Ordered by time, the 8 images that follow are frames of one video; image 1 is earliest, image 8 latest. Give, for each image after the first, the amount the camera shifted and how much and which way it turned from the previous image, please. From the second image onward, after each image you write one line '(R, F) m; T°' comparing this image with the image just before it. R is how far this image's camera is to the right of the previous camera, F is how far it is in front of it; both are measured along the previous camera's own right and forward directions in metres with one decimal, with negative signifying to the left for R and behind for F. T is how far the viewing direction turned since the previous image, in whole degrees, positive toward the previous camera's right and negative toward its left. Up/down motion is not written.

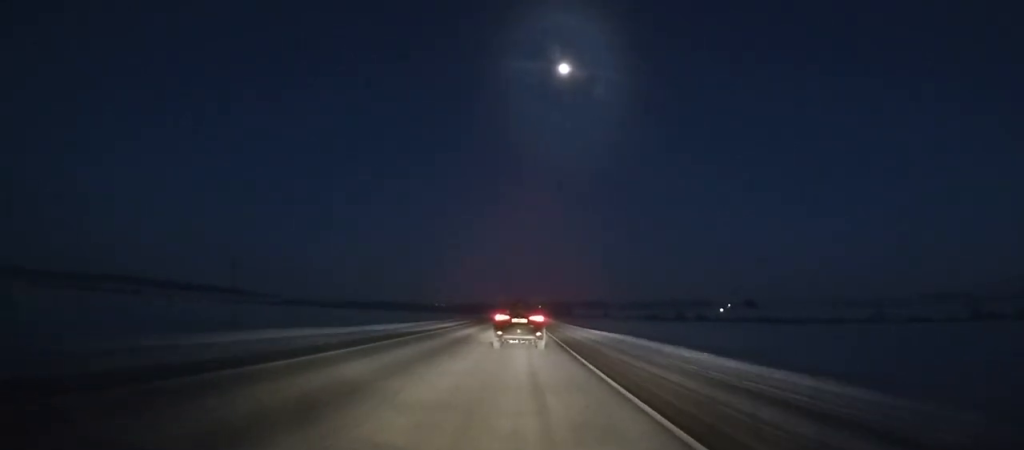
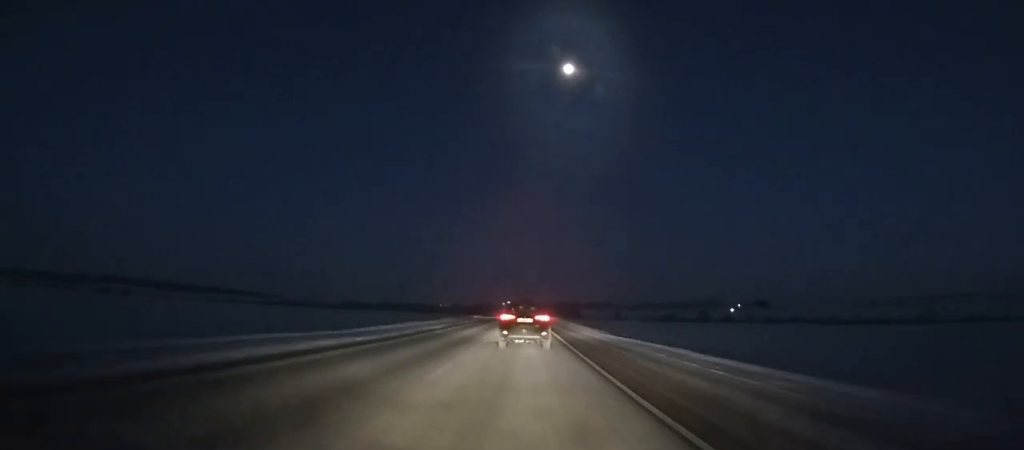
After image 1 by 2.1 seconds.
(-0.1, +45.6) m; 0°
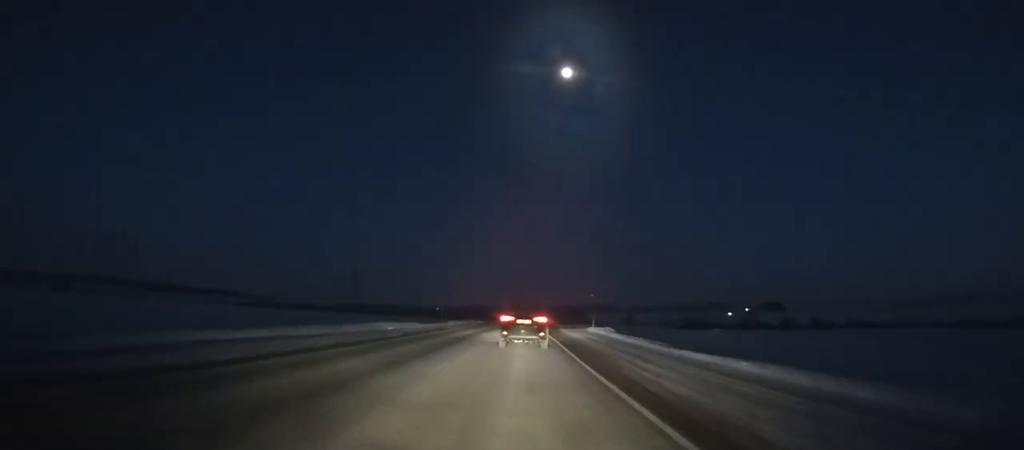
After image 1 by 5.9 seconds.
(-0.3, +82.0) m; 0°
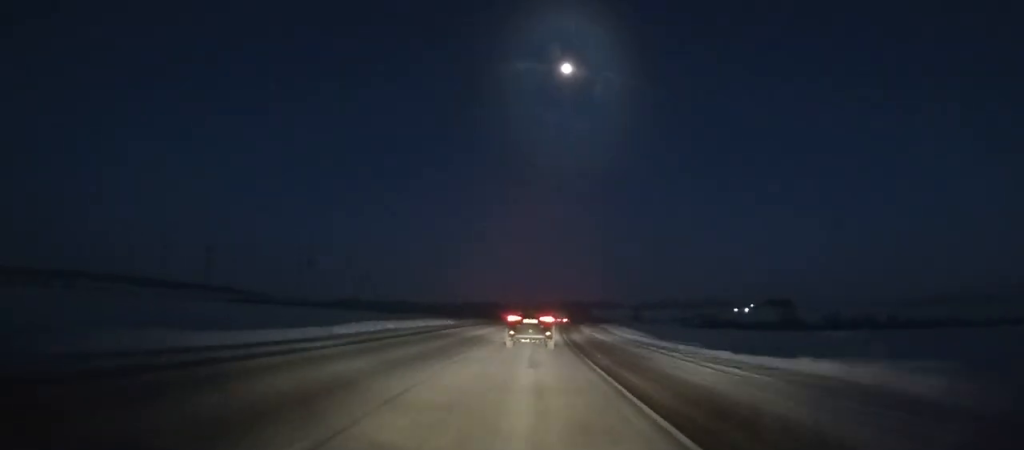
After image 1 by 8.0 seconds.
(+0.3, +44.7) m; +1°
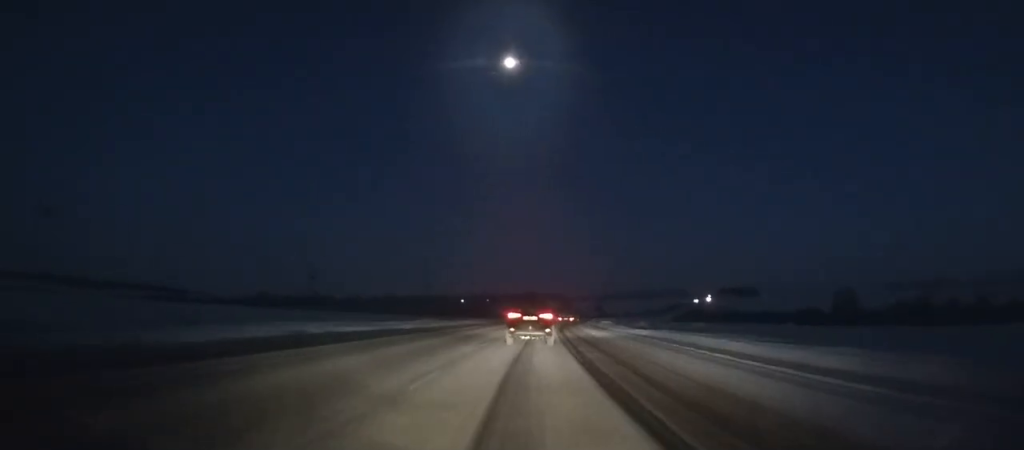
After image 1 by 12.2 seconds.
(+2.8, +88.3) m; +5°
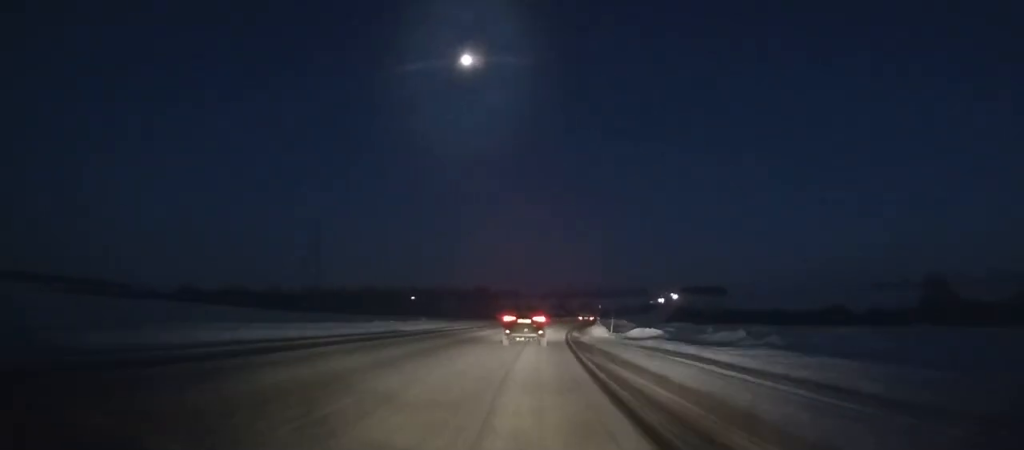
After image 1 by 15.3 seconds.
(+2.1, +64.1) m; +5°
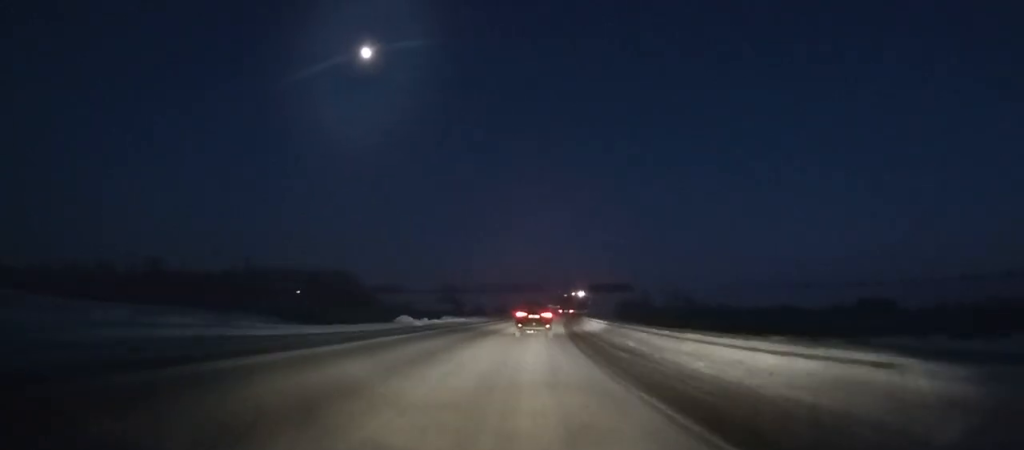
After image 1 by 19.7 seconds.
(+7.4, +89.1) m; +9°
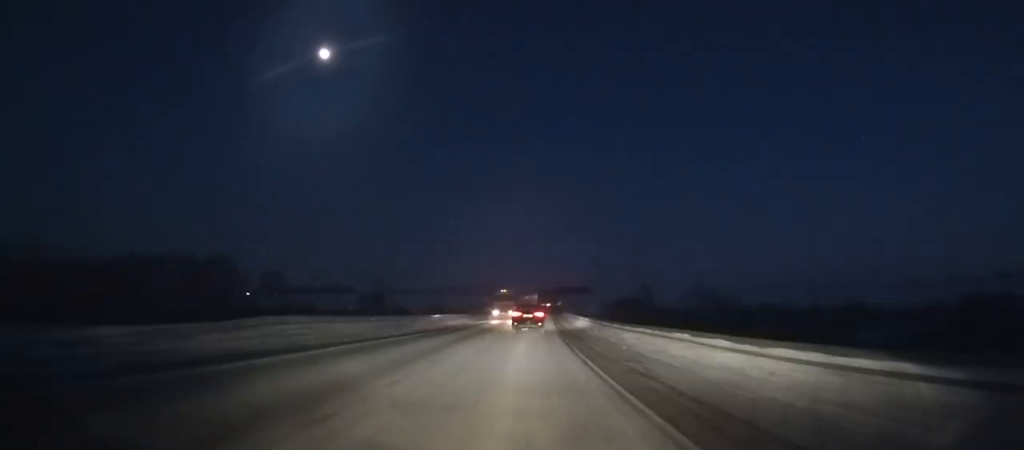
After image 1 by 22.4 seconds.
(+2.6, +54.0) m; +4°
